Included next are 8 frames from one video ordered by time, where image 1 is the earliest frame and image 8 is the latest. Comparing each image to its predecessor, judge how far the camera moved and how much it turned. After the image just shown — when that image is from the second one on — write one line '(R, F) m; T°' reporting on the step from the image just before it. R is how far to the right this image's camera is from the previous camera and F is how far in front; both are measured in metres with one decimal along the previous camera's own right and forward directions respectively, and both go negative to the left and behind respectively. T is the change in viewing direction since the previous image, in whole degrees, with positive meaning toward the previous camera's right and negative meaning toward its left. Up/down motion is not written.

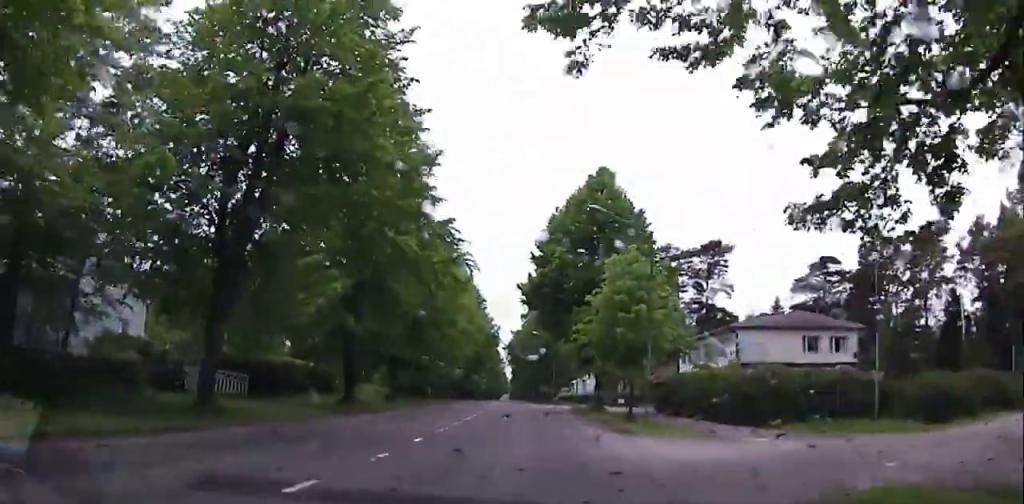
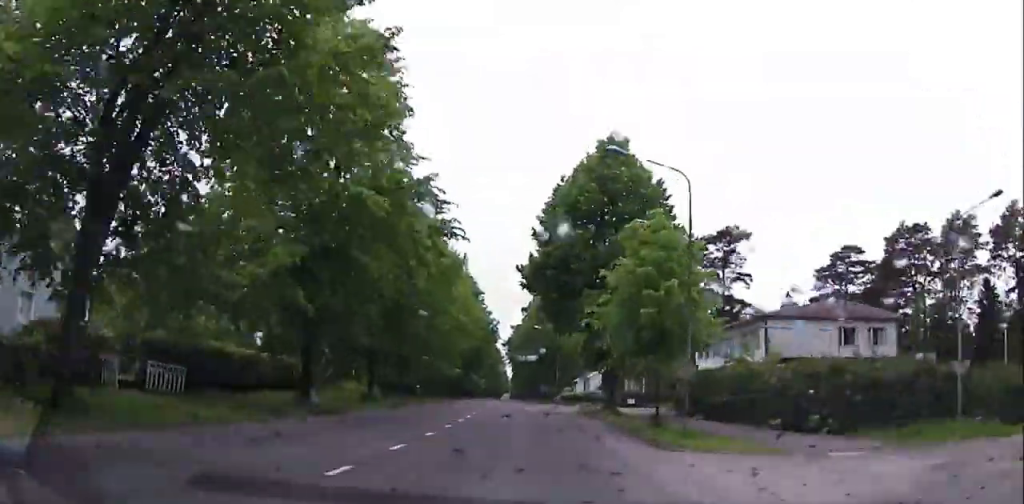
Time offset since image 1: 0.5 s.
(0.0, +6.3) m; -1°
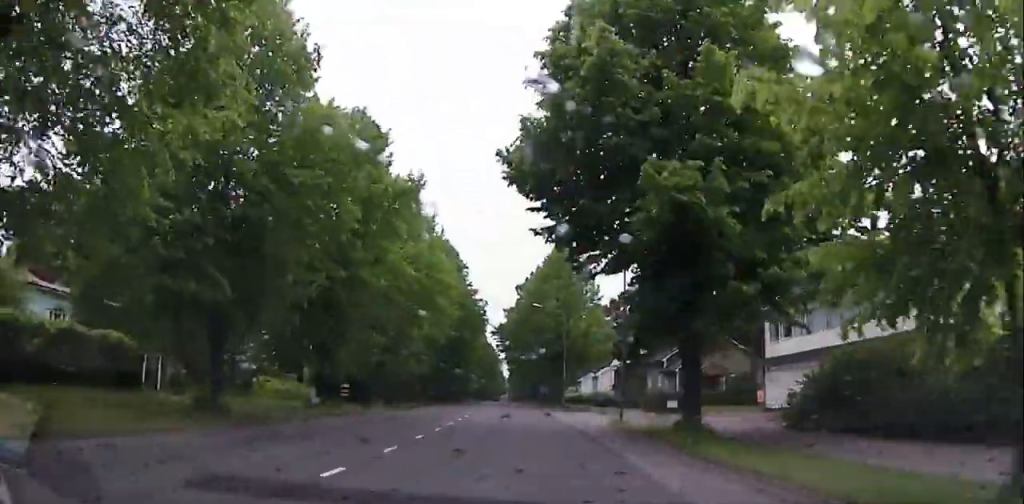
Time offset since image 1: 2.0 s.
(-0.4, +19.0) m; 0°
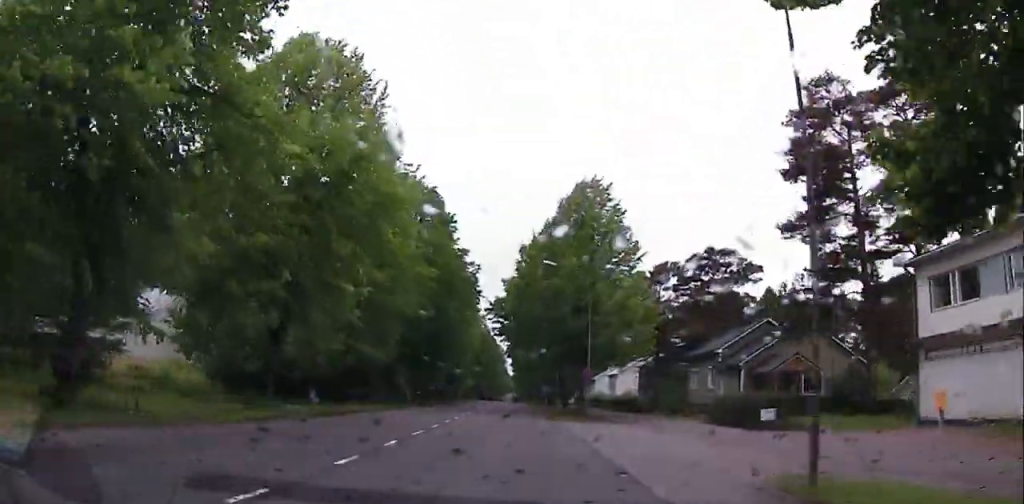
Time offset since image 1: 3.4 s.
(+0.1, +17.2) m; -1°
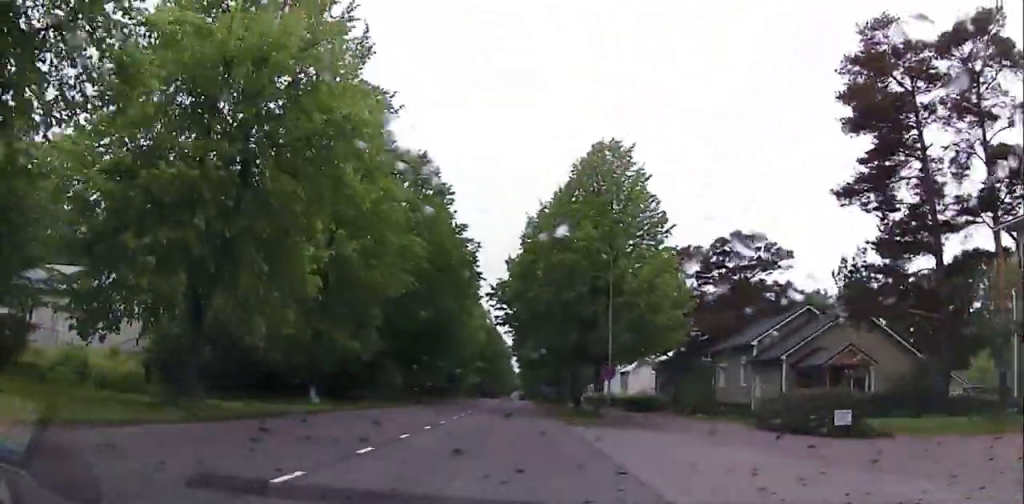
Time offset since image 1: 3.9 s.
(-0.5, +6.3) m; +1°
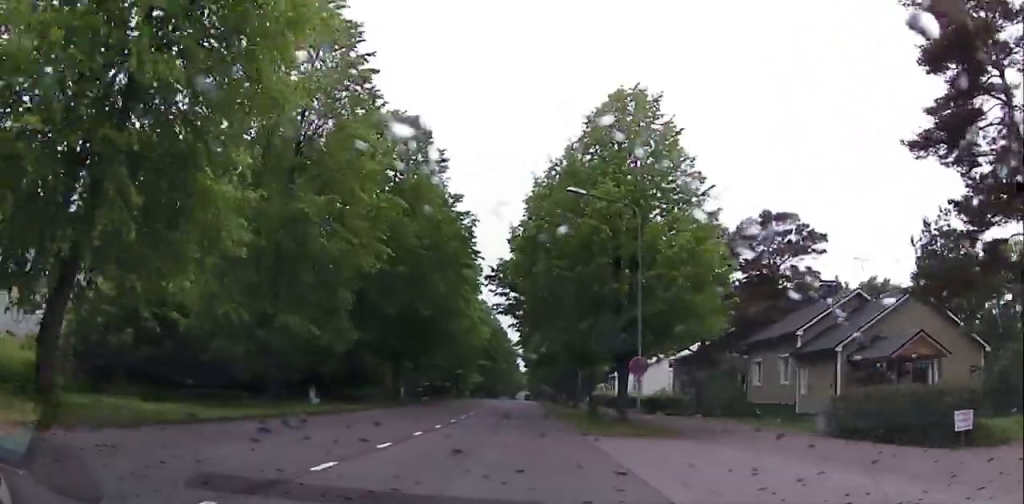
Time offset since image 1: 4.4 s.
(+0.2, +6.6) m; +1°
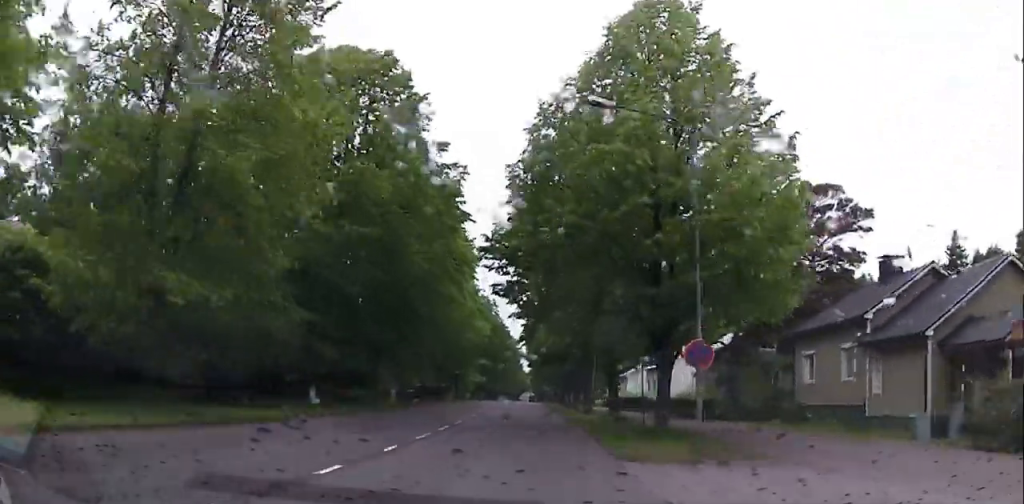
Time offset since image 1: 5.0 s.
(+0.6, +8.1) m; +1°
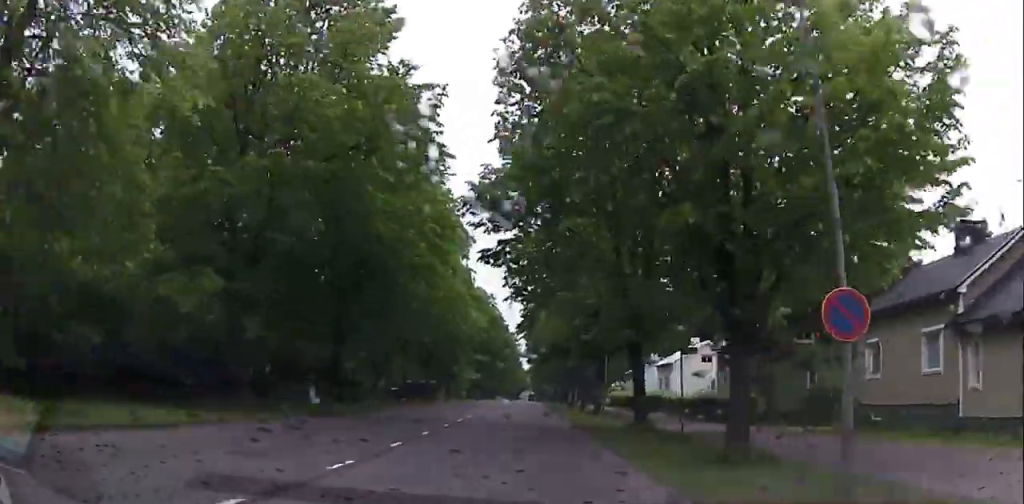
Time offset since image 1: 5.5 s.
(-0.3, +7.5) m; 0°
